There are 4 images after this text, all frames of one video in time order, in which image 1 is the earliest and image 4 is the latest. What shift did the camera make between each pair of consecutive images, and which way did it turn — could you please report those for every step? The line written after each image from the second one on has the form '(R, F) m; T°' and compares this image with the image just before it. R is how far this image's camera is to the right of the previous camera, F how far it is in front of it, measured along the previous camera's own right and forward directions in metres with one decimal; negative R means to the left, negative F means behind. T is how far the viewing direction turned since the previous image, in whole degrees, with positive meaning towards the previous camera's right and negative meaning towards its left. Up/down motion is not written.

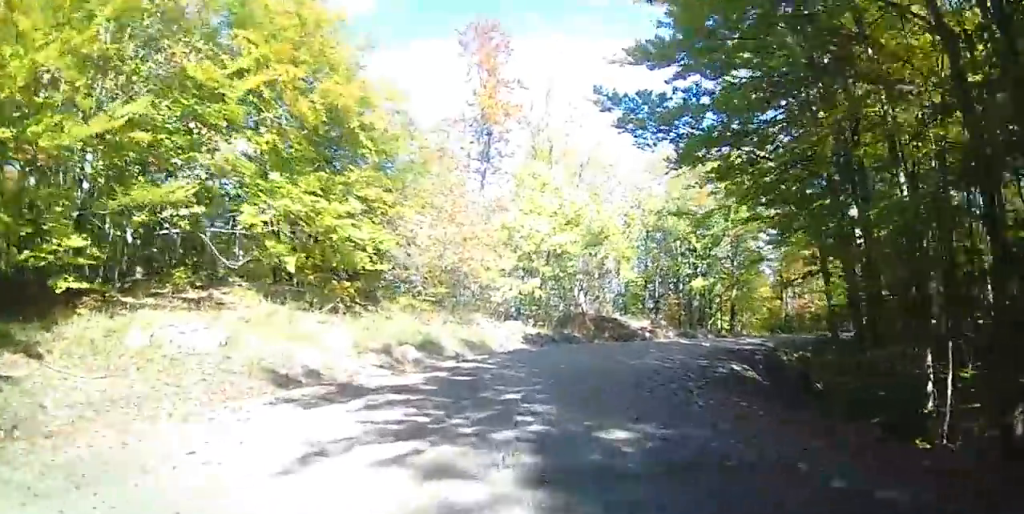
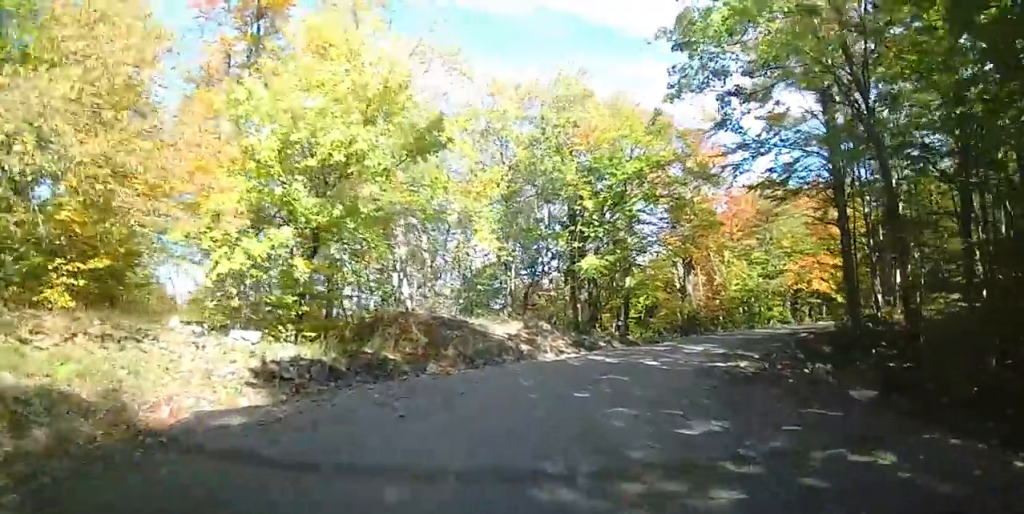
(+0.1, +16.0) m; +9°
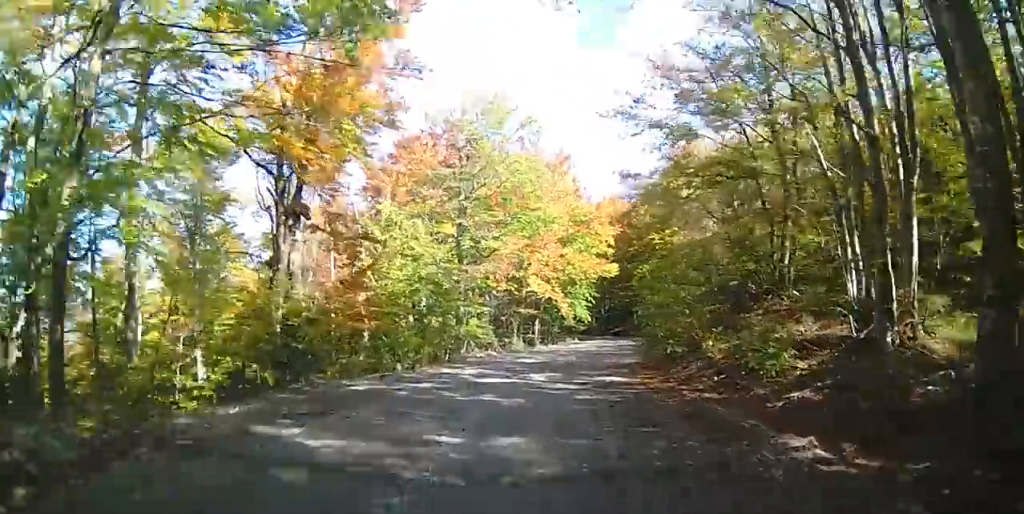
(+7.0, +24.5) m; +32°
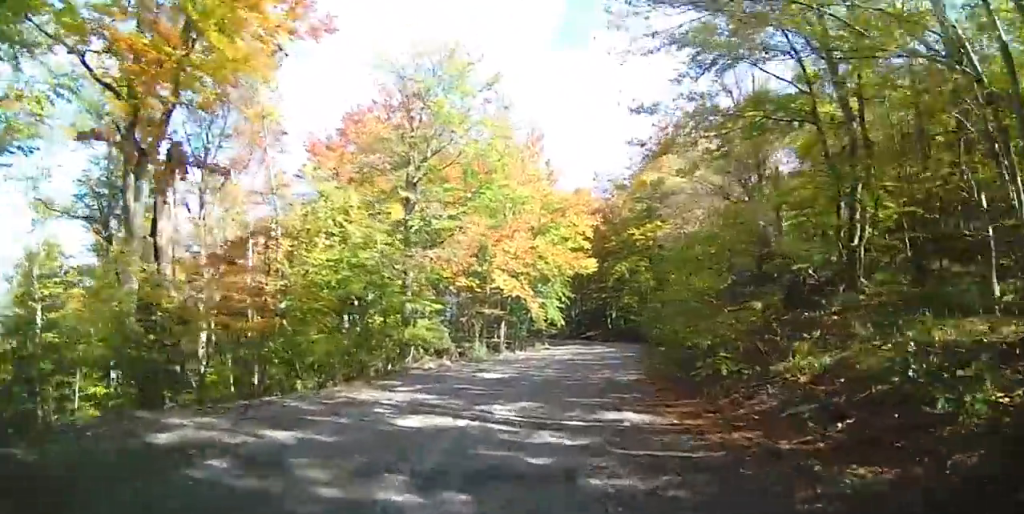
(+0.5, +6.0) m; +4°
